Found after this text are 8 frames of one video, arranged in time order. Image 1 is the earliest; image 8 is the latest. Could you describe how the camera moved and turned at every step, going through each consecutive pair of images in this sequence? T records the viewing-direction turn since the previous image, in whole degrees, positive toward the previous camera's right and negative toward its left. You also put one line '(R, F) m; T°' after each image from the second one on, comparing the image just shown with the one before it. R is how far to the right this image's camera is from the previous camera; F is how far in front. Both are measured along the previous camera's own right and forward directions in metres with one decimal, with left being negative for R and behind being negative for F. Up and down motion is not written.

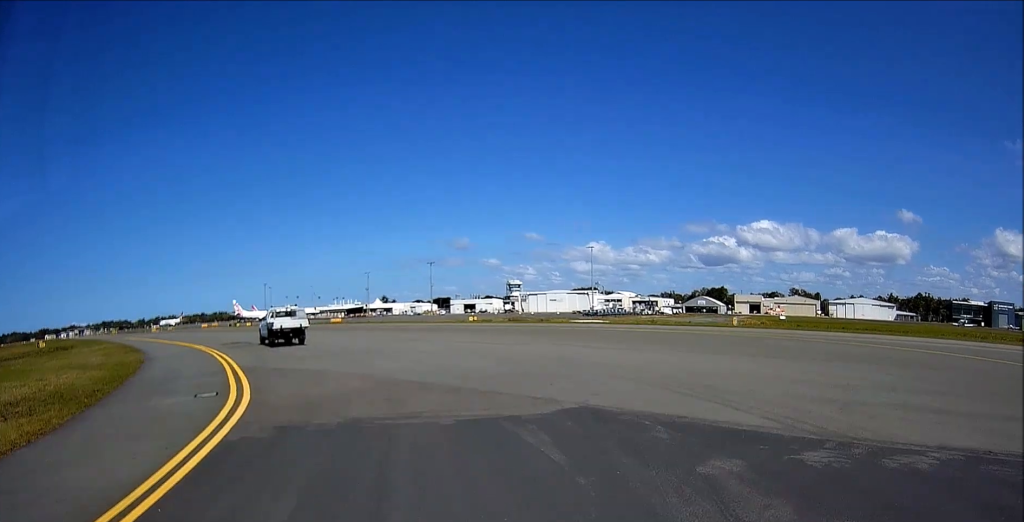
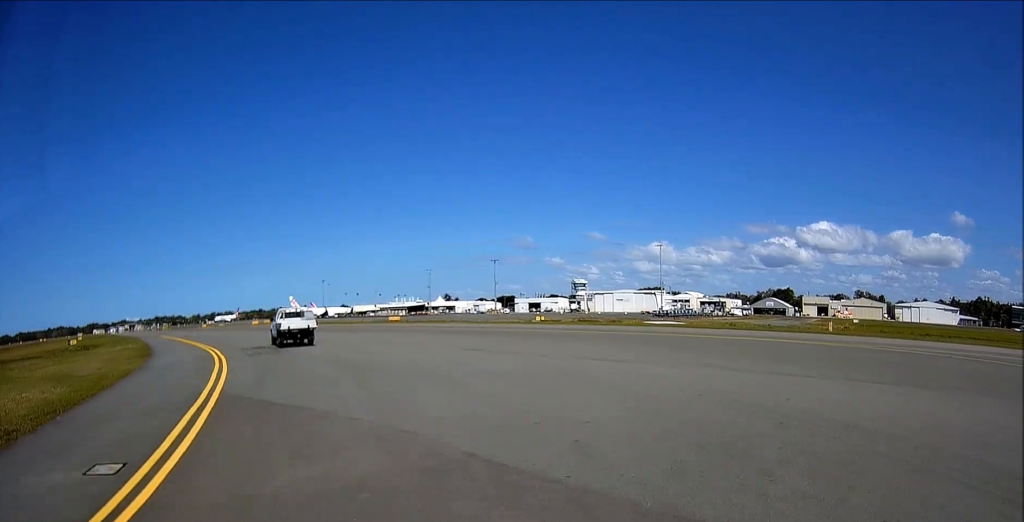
(+0.5, +6.3) m; -4°
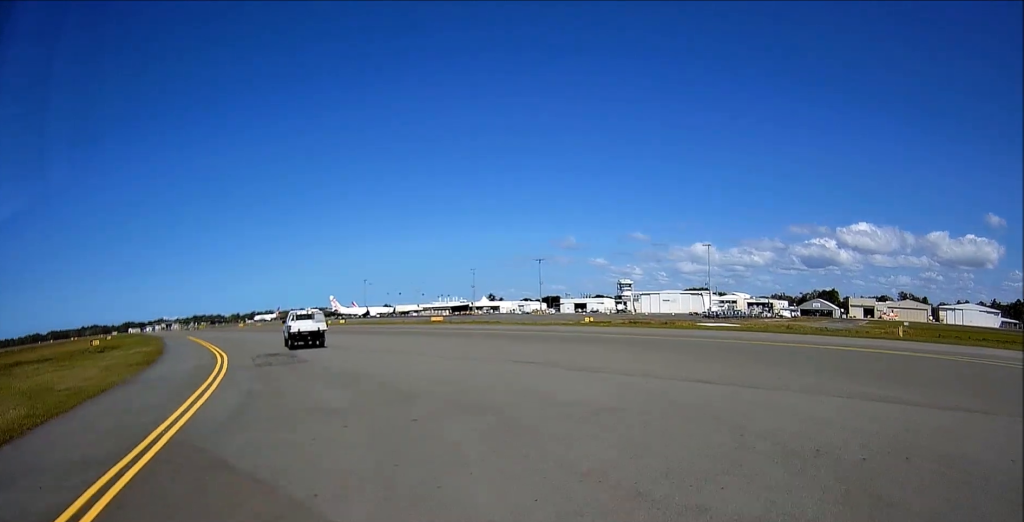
(-0.5, +4.3) m; -7°
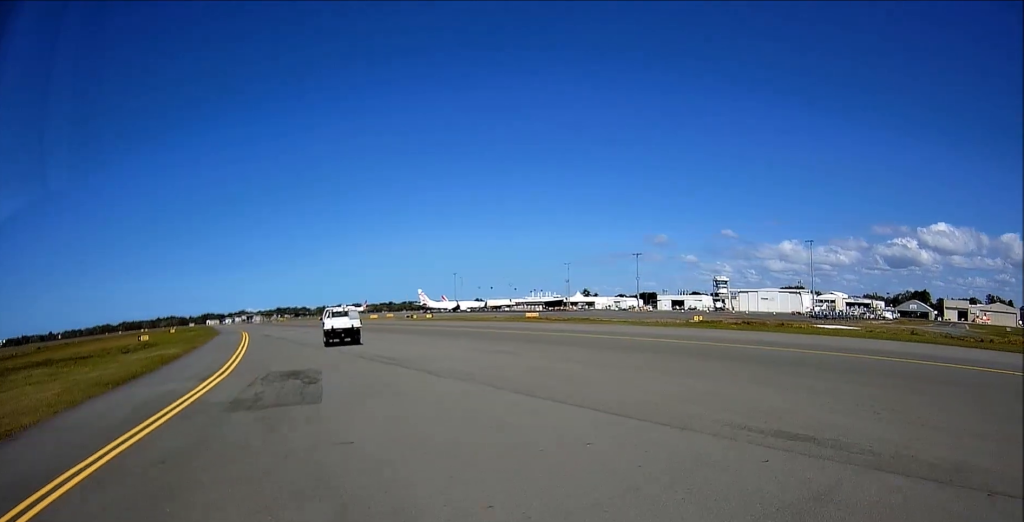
(-1.3, +9.4) m; -11°
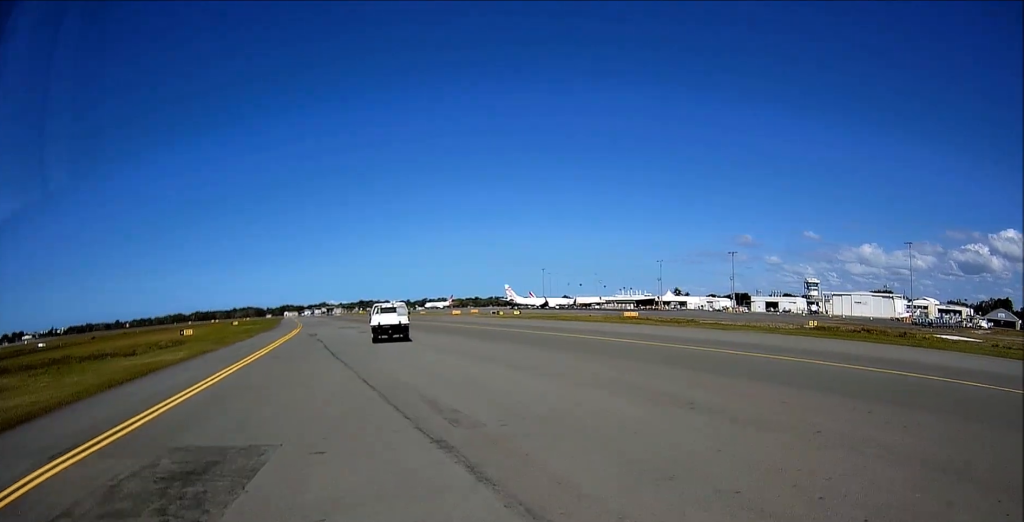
(-0.6, +10.8) m; -7°
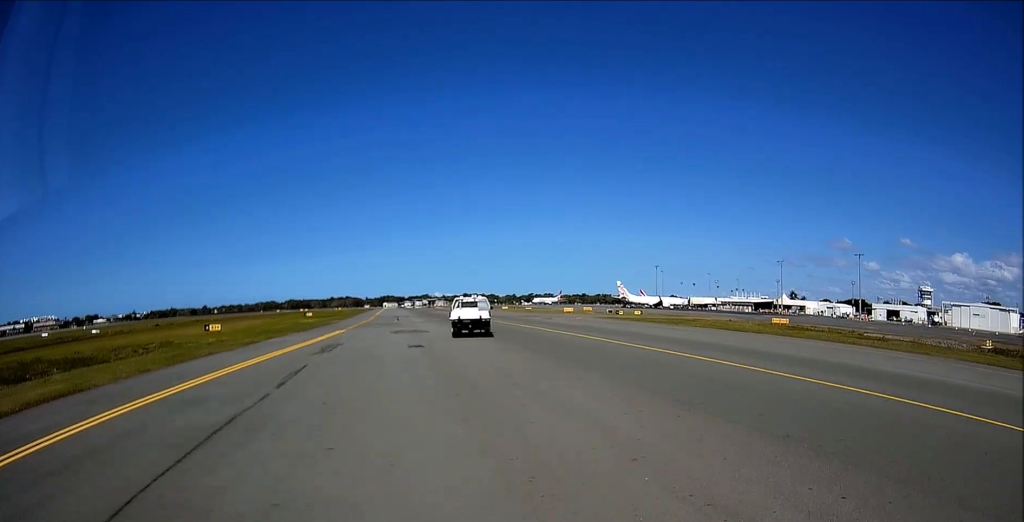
(-3.2, +21.1) m; -16°
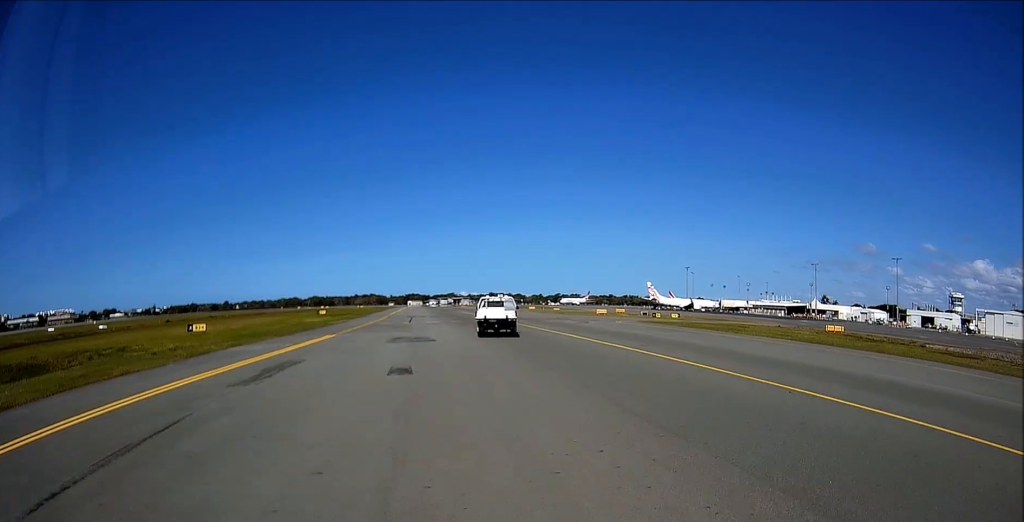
(-0.5, +10.3) m; -5°
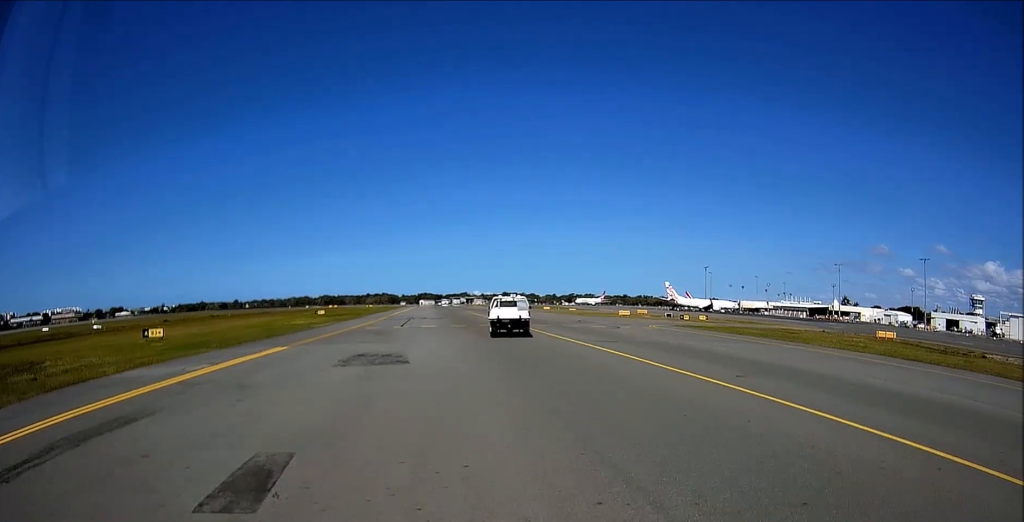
(-0.4, +11.7) m; -2°
